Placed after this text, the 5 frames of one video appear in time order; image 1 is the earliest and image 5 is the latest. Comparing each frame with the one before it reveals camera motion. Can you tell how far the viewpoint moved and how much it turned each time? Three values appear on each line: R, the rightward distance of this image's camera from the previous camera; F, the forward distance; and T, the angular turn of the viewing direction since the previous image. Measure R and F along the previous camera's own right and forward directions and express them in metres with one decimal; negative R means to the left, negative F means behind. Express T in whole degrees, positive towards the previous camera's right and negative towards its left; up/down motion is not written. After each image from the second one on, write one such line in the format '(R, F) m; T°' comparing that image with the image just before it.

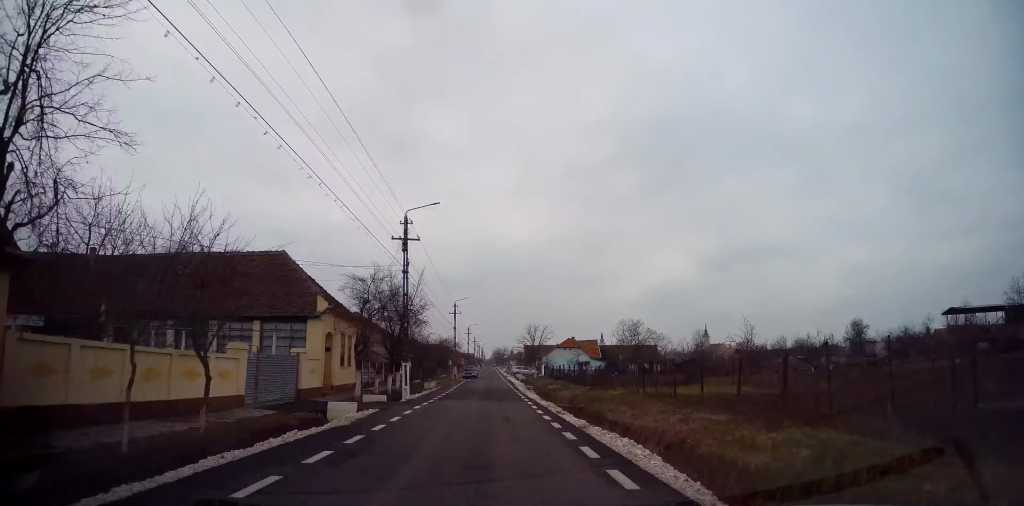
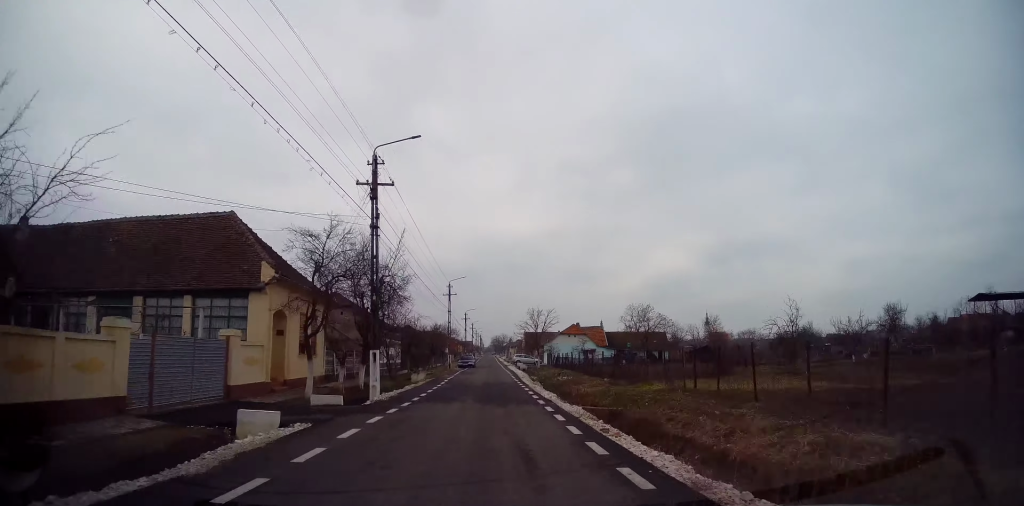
(-0.2, +6.2) m; 0°
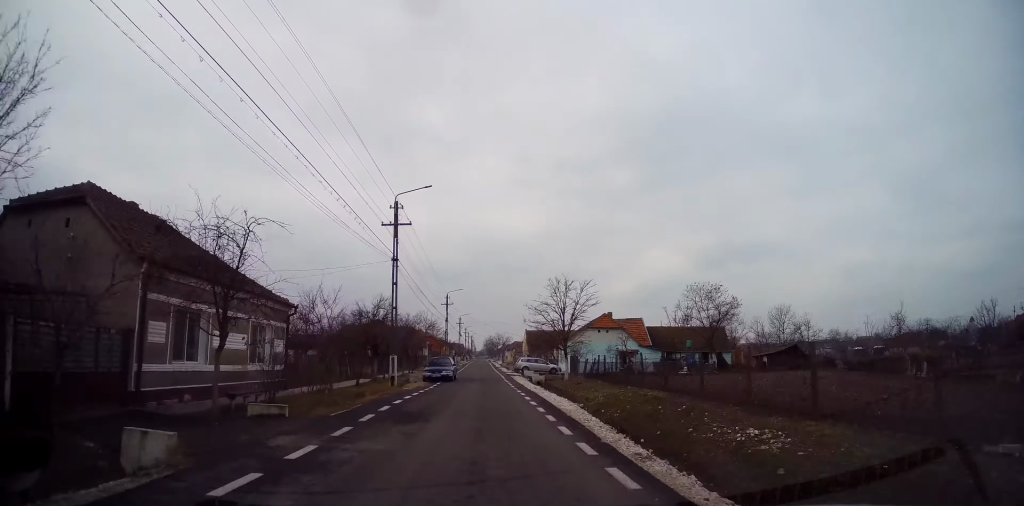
(0.0, +27.6) m; 0°
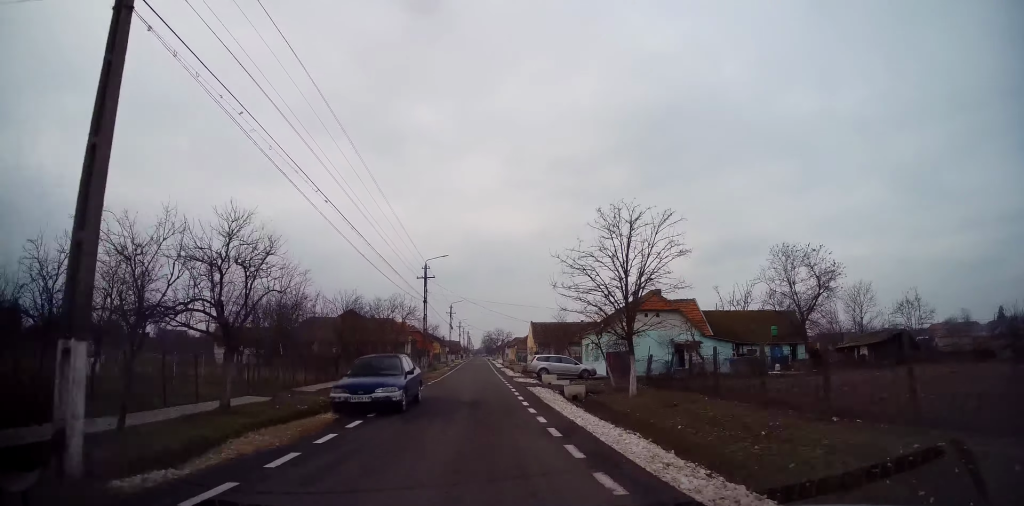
(+0.2, +17.5) m; +2°
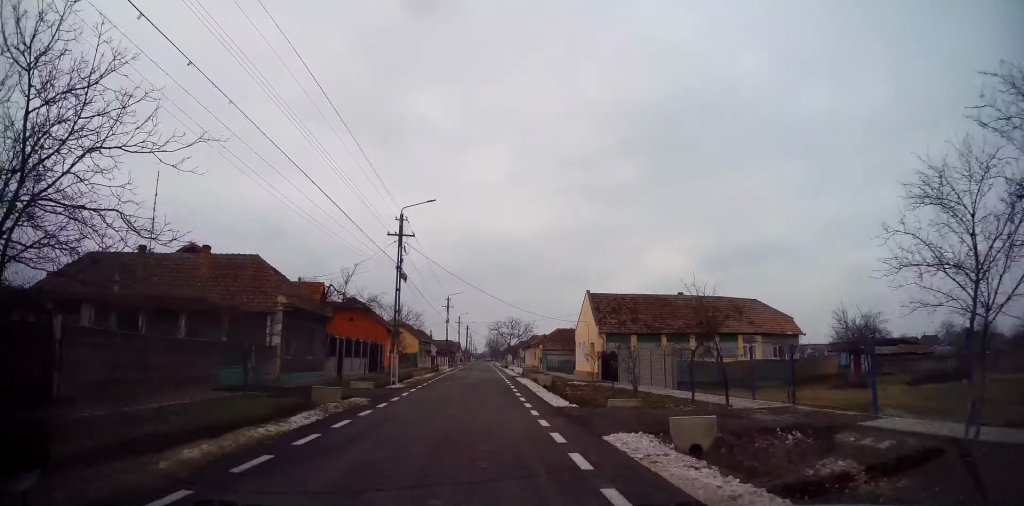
(-0.6, +44.2) m; -2°
